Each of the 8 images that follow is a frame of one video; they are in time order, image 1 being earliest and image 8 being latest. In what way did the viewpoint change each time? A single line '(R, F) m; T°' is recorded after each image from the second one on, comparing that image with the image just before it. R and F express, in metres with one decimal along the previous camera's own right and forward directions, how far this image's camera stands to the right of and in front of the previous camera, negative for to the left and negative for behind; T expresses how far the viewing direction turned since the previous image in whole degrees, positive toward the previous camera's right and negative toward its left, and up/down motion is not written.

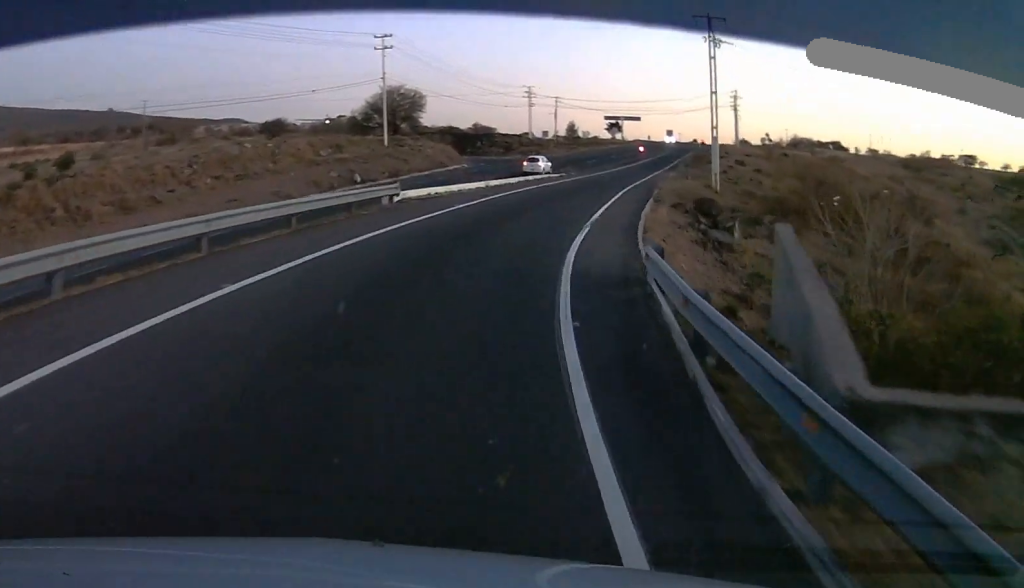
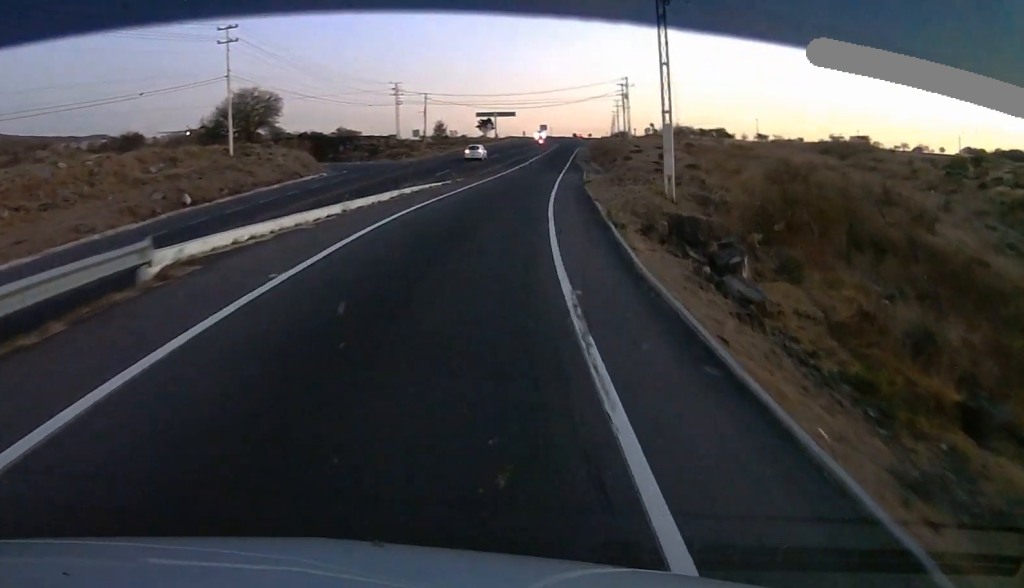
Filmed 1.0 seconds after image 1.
(+1.1, +12.9) m; +9°
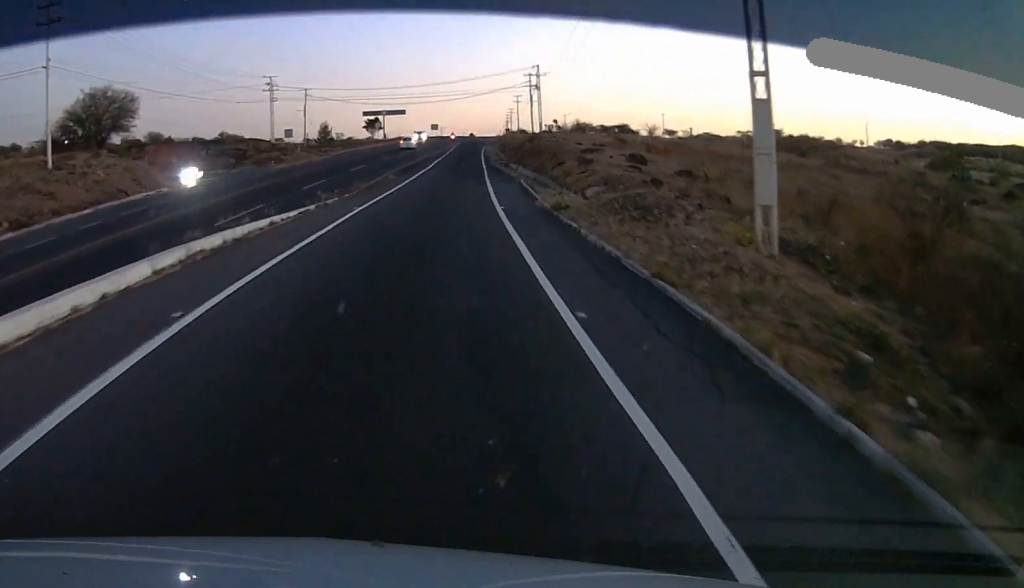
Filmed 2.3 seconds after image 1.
(+1.6, +16.7) m; +6°
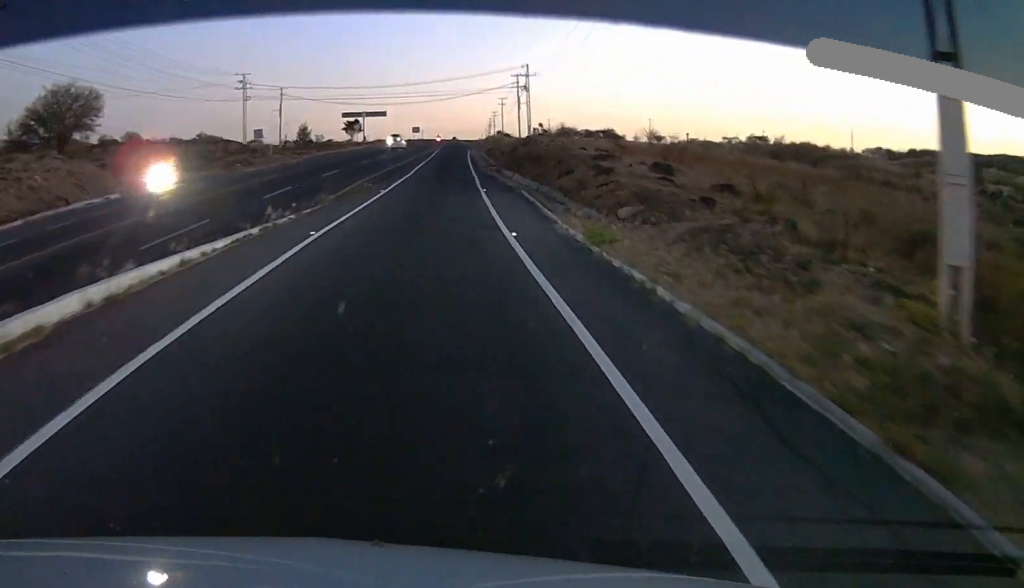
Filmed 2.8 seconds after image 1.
(0.0, +6.7) m; +1°
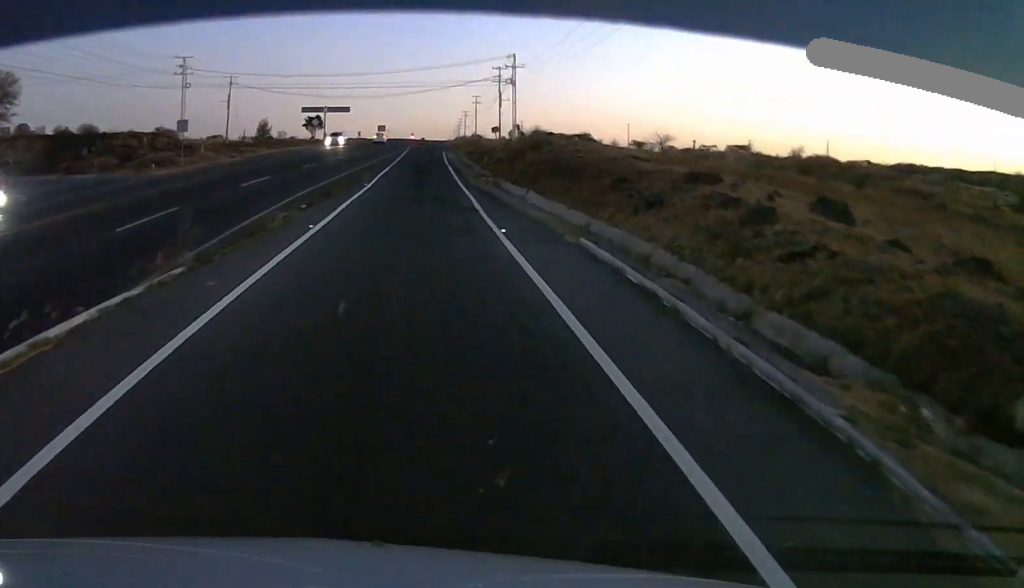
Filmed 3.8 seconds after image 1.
(+0.1, +15.7) m; +4°
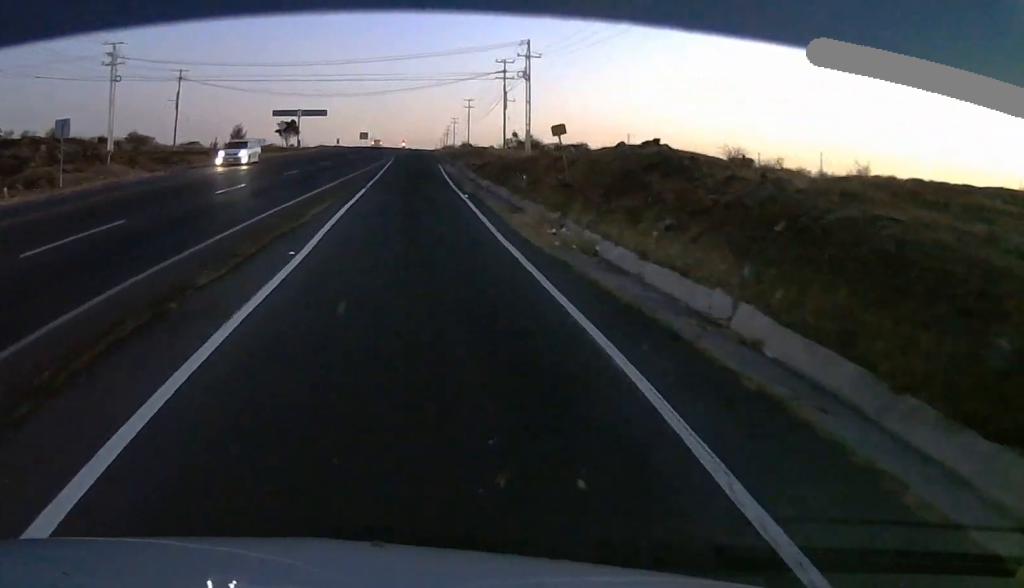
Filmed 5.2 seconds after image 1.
(+1.4, +18.6) m; +3°
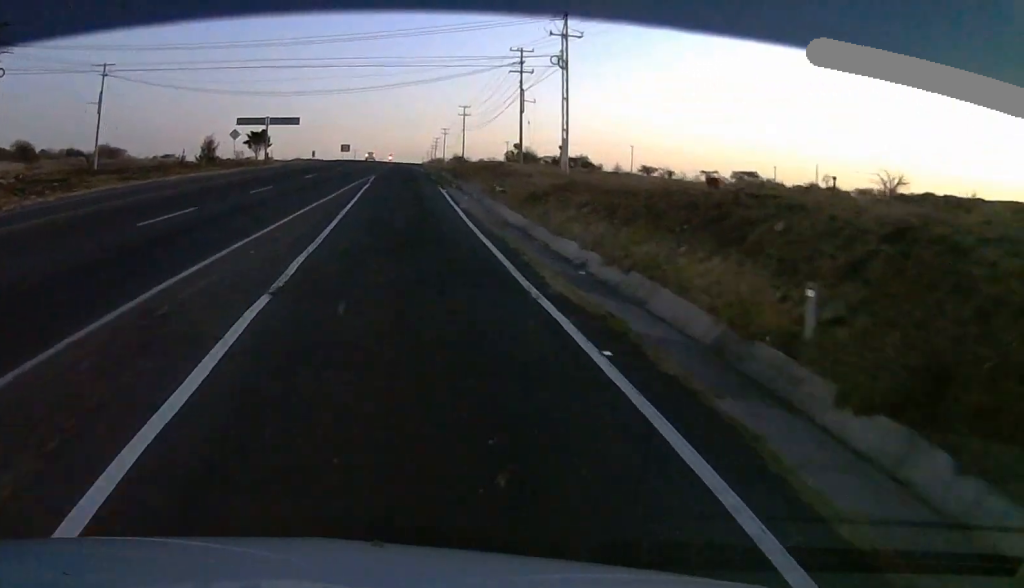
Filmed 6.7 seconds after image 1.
(-0.8, +21.1) m; -3°
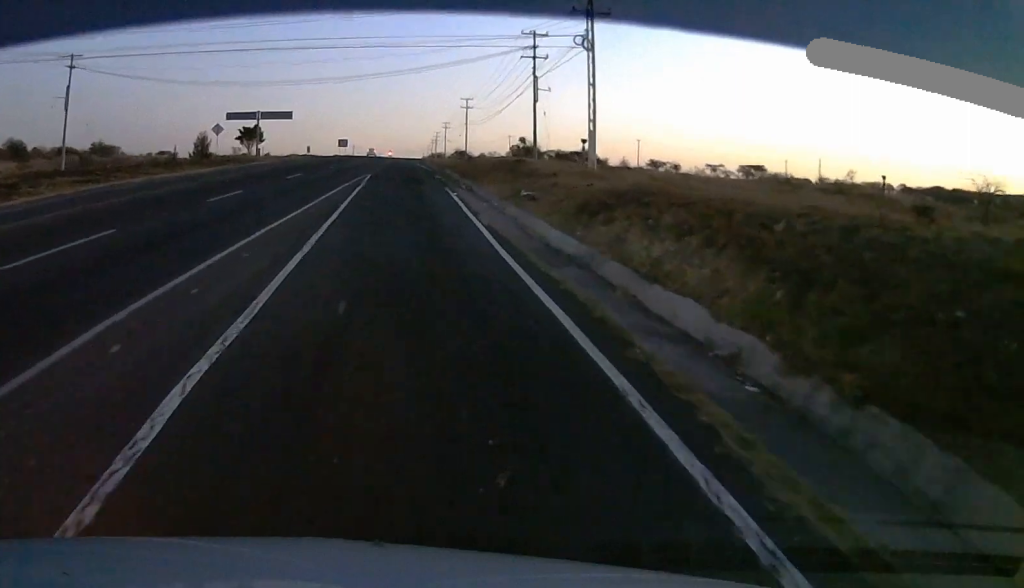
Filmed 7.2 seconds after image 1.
(0.0, +6.7) m; +1°
